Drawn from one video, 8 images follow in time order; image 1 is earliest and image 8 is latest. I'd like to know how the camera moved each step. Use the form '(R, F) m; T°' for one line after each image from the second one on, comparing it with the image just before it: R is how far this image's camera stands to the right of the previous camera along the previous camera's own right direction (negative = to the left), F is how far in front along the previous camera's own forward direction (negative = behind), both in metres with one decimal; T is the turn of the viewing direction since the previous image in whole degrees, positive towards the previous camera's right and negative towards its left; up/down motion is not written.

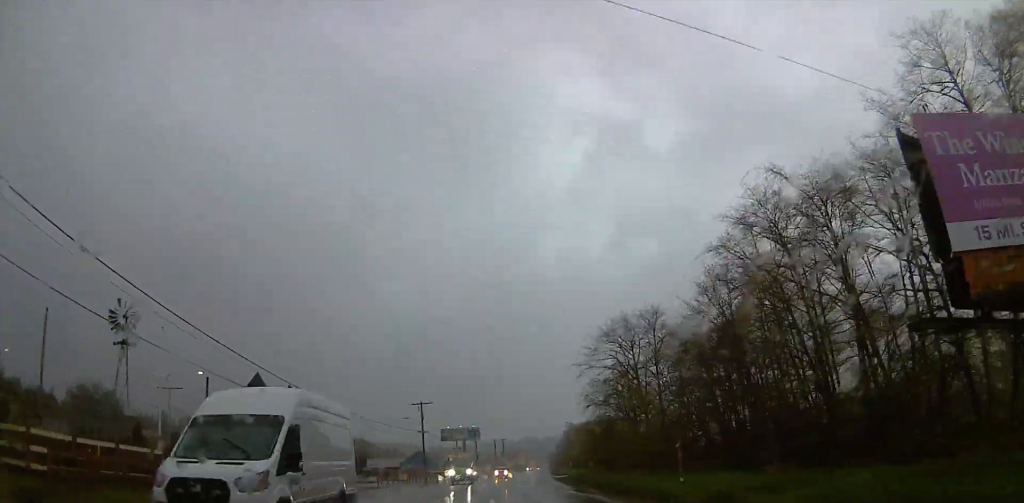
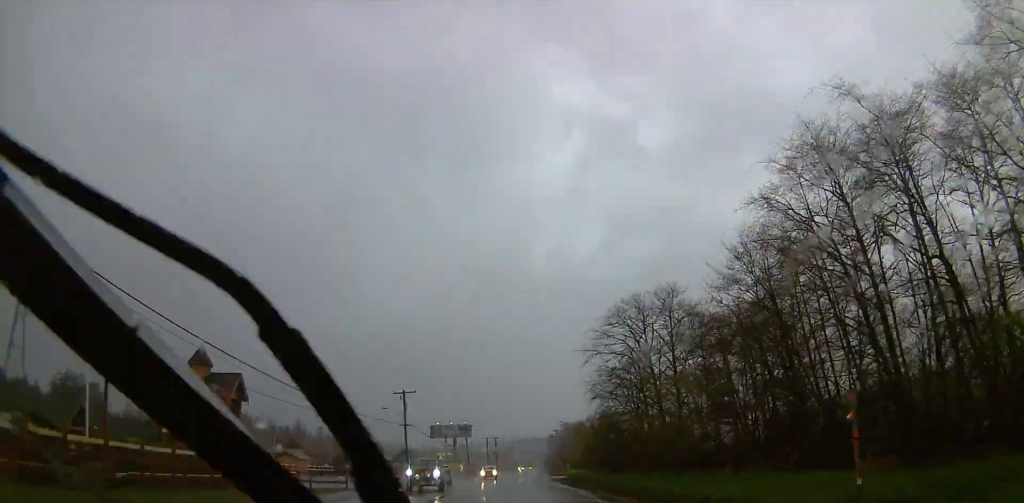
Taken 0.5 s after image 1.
(-0.4, +9.7) m; +1°
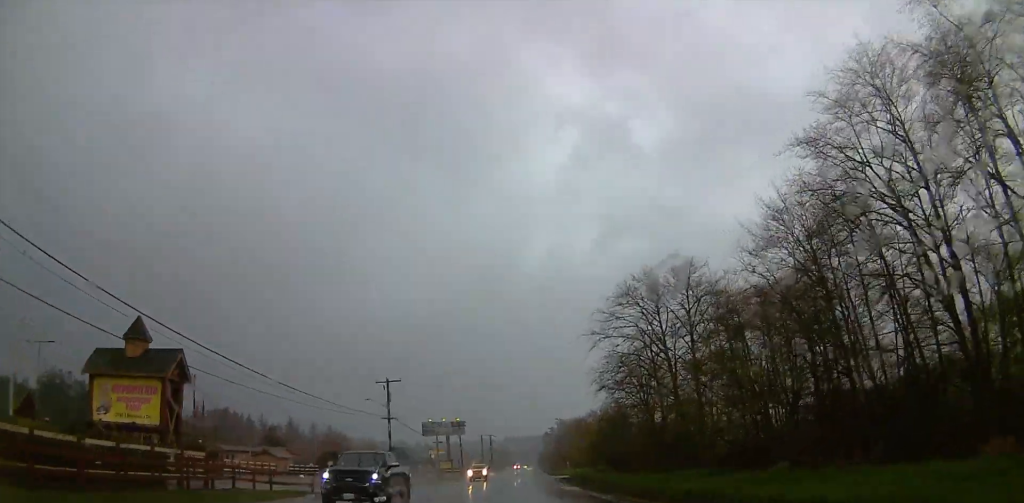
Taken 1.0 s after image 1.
(+0.3, +8.1) m; +1°
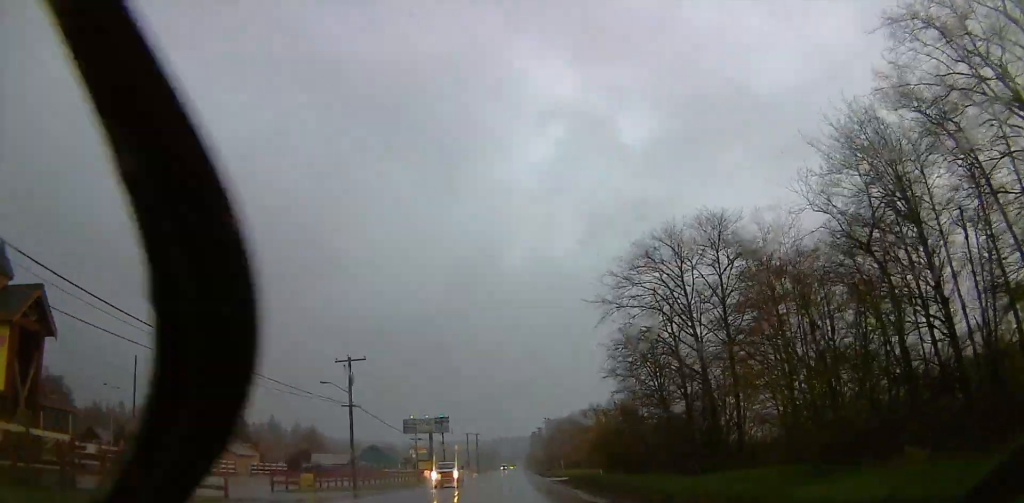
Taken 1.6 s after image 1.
(+0.4, +11.9) m; +2°
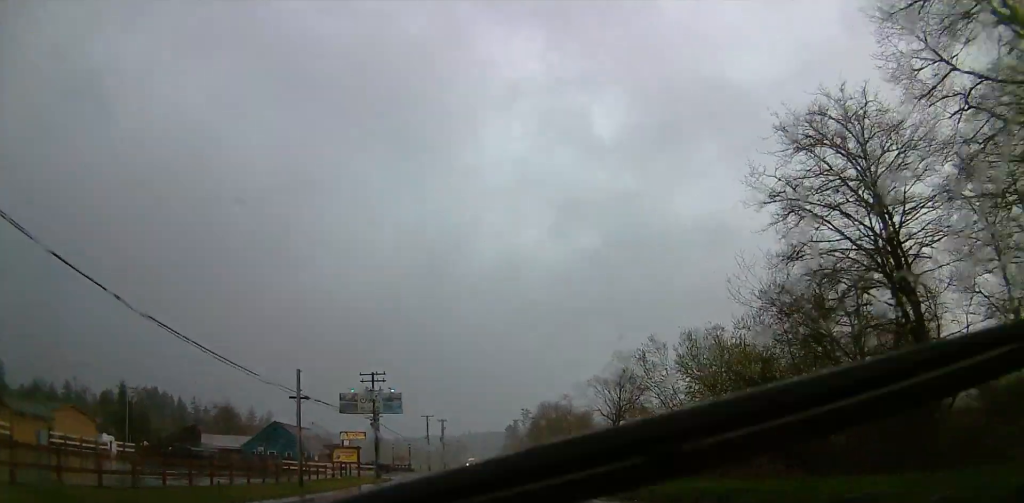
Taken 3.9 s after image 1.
(+1.3, +43.9) m; +3°
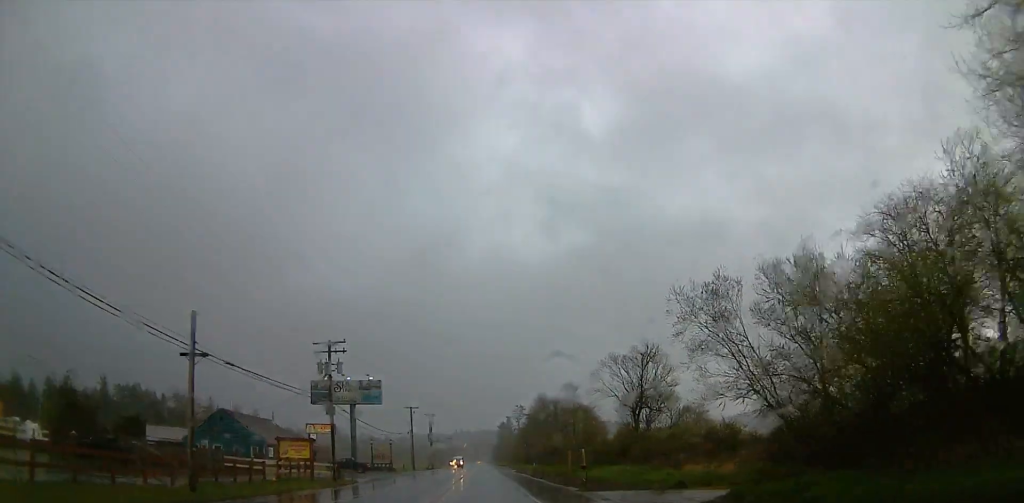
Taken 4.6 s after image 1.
(0.0, +15.2) m; +1°
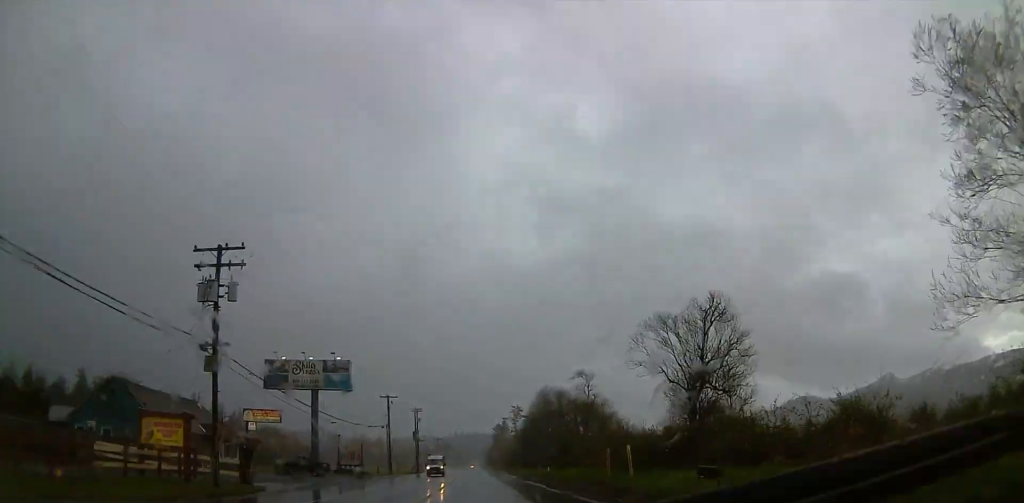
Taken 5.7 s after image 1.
(+0.4, +20.6) m; +3°
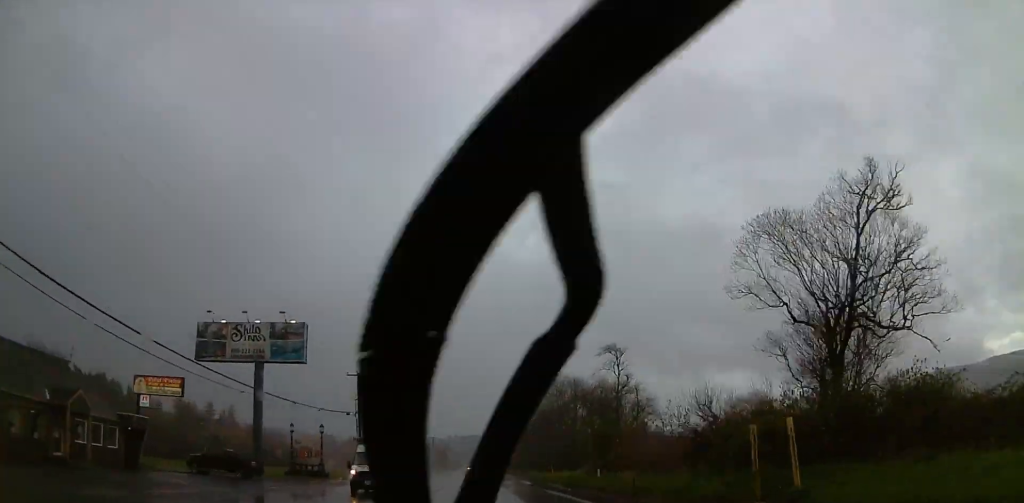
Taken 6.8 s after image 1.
(+0.6, +21.0) m; -1°
